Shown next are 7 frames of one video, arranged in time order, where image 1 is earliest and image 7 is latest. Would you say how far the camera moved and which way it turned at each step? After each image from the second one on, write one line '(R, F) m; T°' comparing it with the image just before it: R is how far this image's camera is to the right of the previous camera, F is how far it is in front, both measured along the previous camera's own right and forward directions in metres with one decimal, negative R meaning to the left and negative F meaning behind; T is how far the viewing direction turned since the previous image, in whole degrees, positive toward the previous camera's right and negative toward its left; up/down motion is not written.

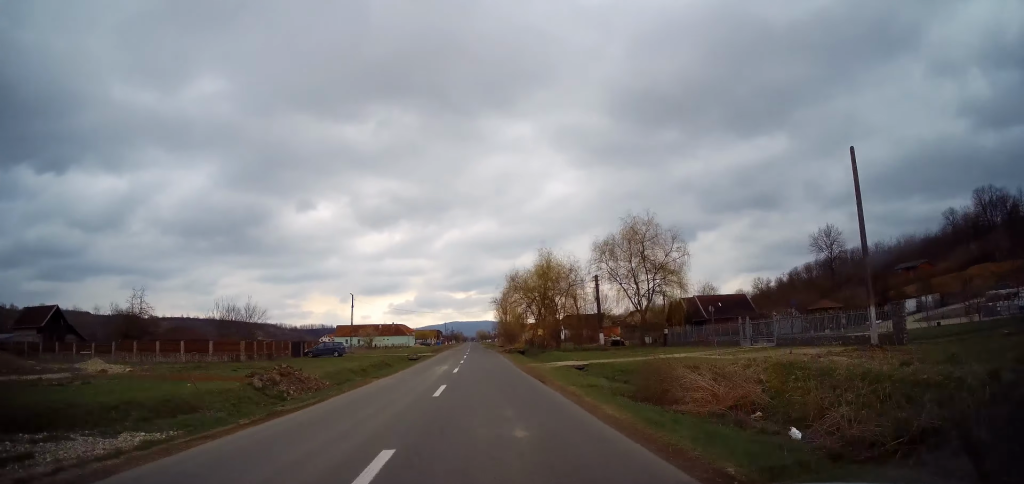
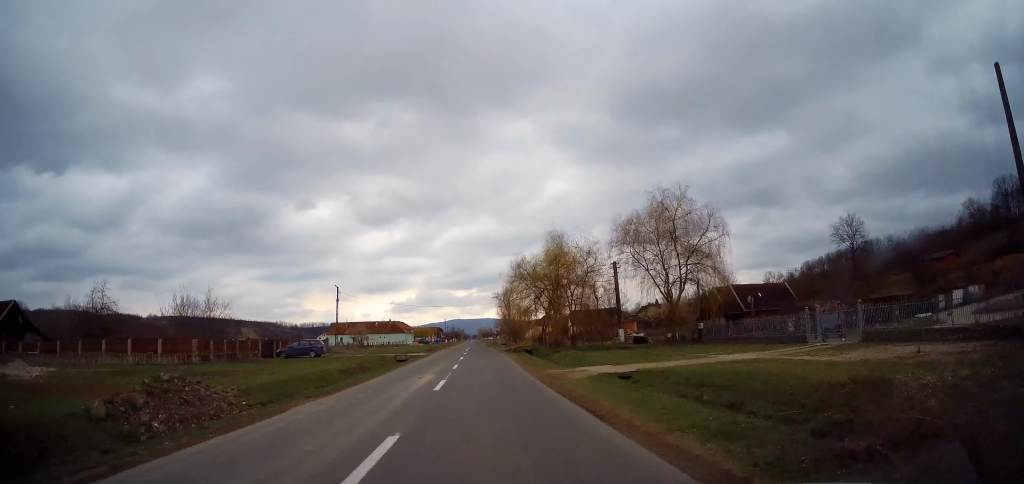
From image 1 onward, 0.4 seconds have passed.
(-0.1, +8.5) m; 0°
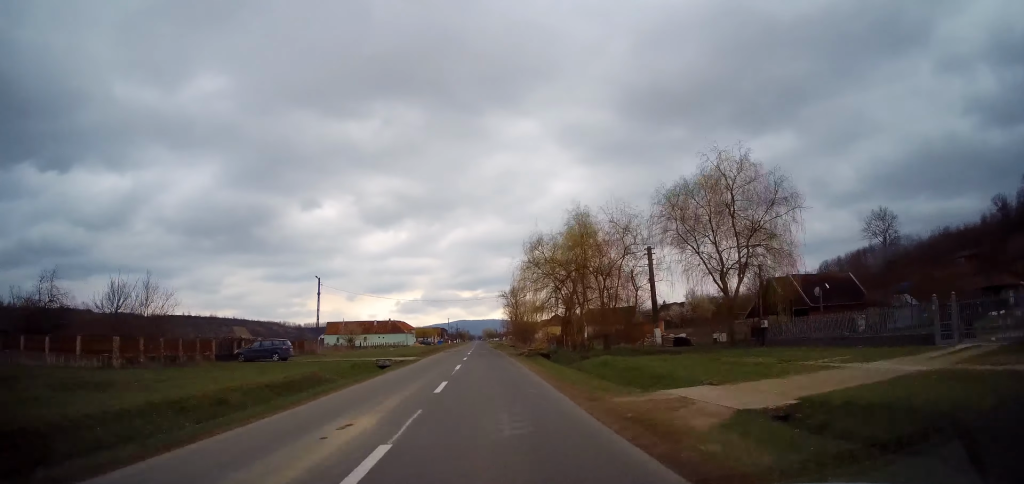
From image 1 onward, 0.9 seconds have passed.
(0.0, +9.9) m; 0°
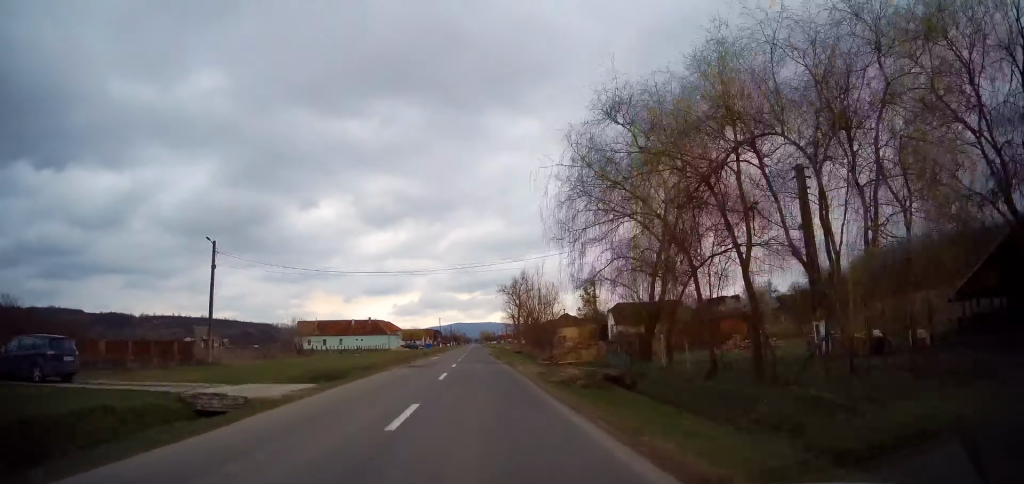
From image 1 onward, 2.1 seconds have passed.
(+0.1, +23.3) m; -1°
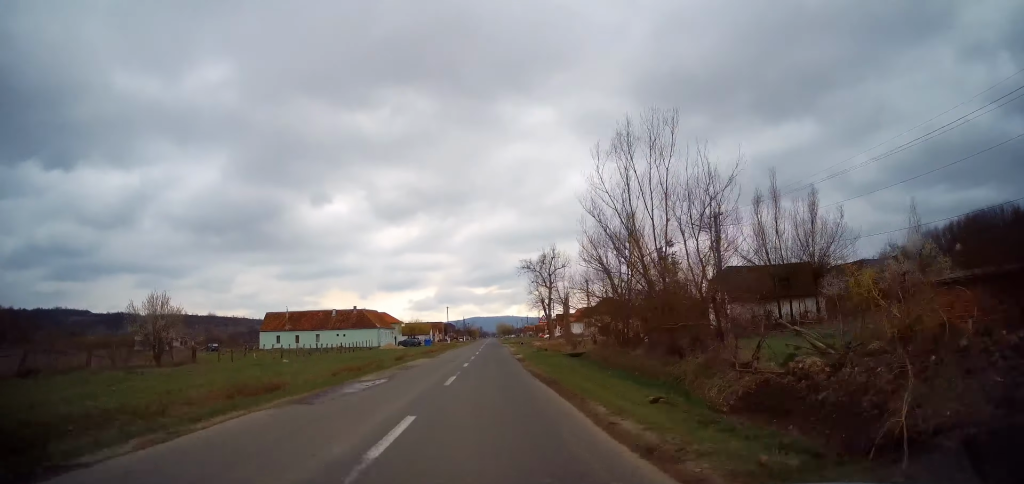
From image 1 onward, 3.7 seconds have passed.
(-0.7, +30.9) m; -1°
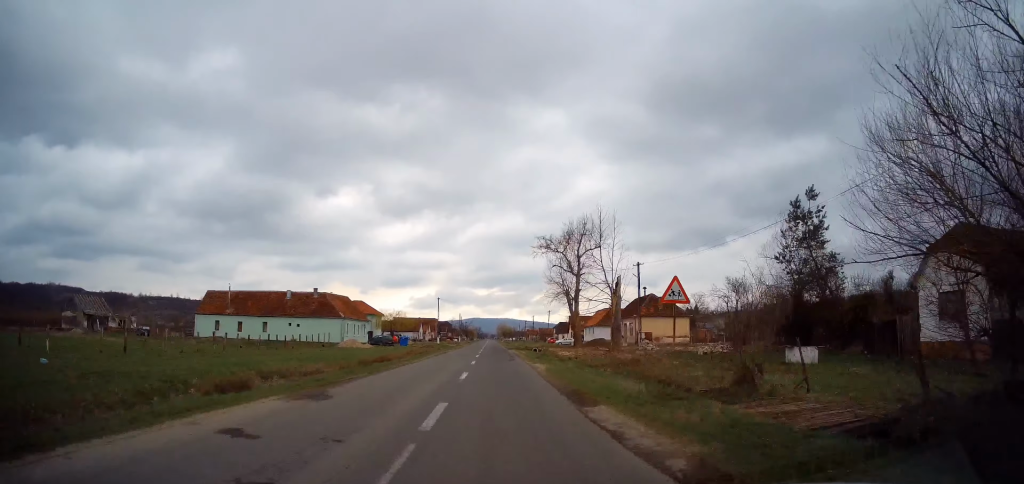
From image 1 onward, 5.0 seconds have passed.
(+0.2, +25.3) m; 0°
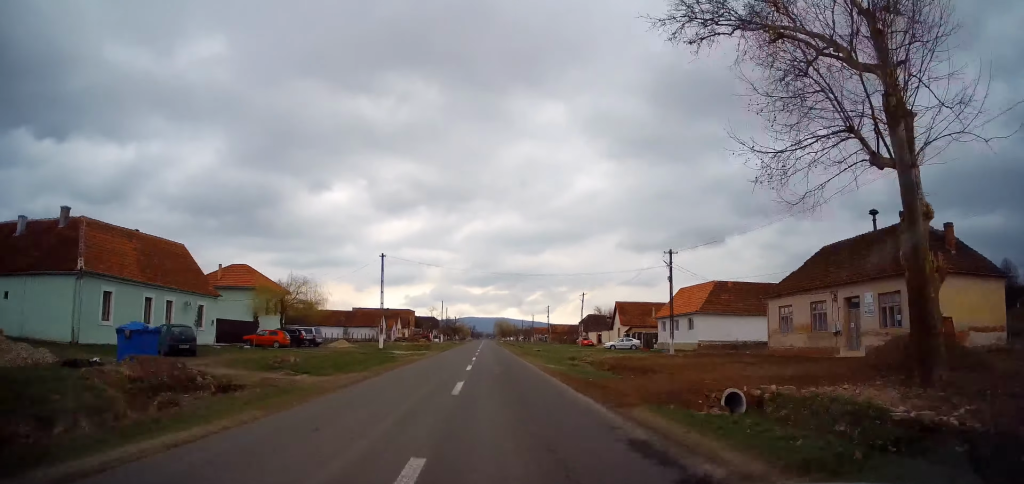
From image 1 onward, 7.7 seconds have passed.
(+0.3, +50.9) m; +1°
